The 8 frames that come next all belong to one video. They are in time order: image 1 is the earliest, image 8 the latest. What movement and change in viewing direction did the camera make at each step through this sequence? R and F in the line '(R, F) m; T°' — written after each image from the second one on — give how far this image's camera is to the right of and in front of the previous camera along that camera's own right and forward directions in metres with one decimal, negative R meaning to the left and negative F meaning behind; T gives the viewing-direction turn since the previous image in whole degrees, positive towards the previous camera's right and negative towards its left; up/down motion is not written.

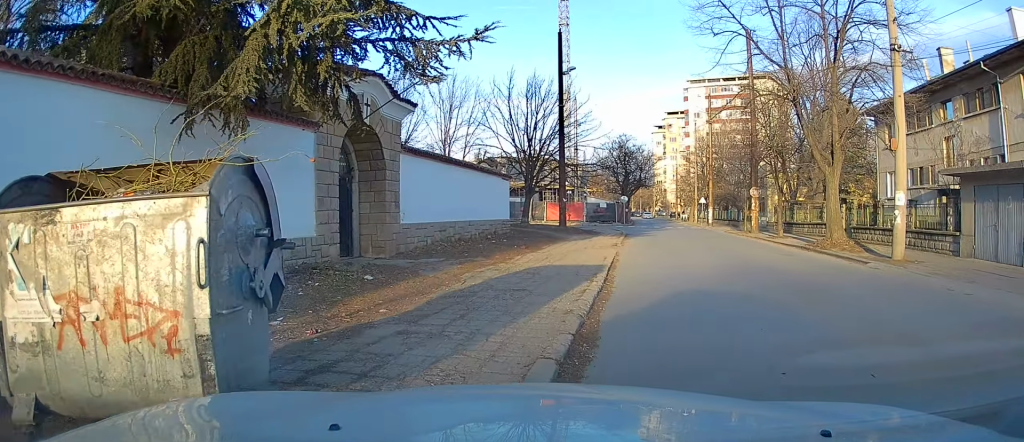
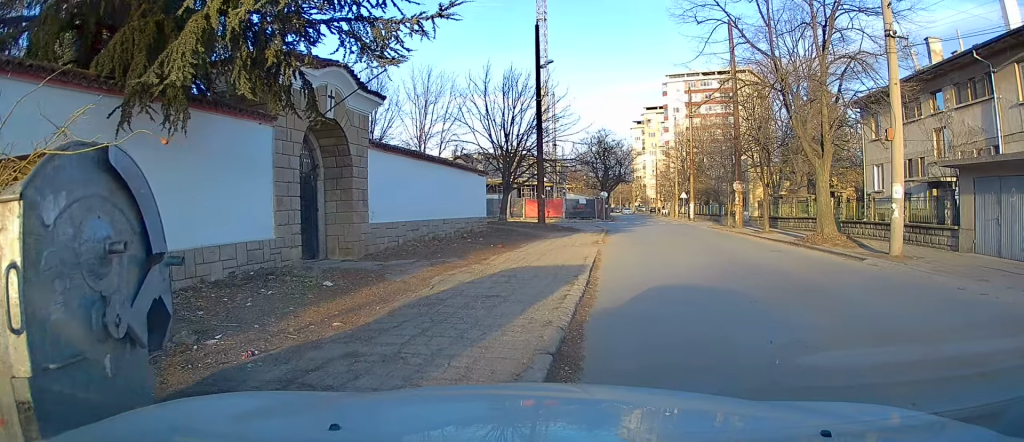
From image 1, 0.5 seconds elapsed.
(0.0, +0.7) m; 0°
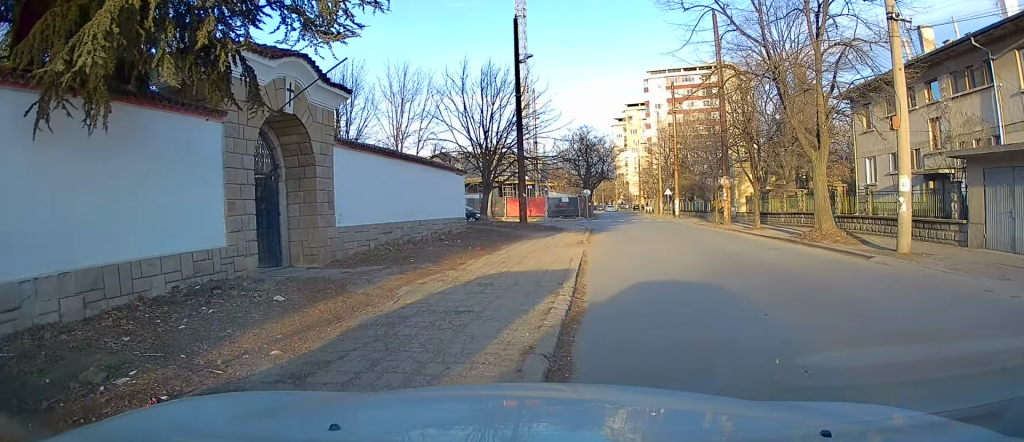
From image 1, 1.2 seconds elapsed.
(-0.1, +1.0) m; +2°
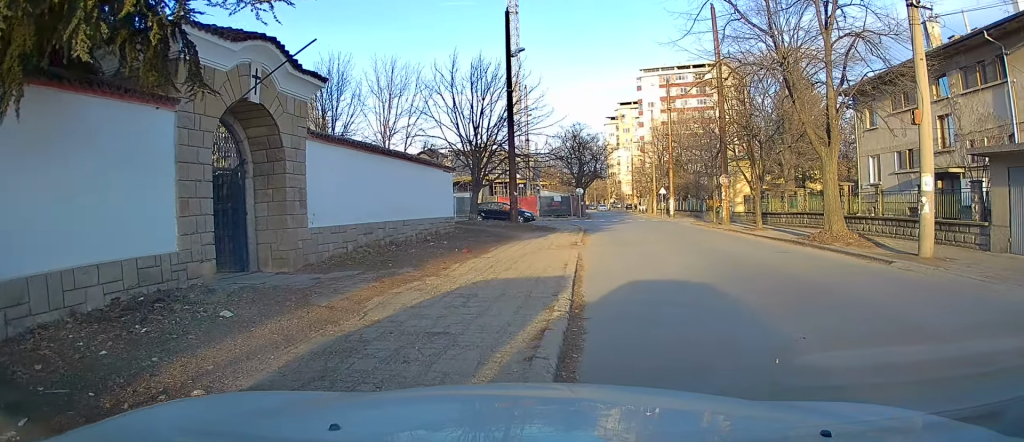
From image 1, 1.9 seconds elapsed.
(+0.1, +1.1) m; 0°
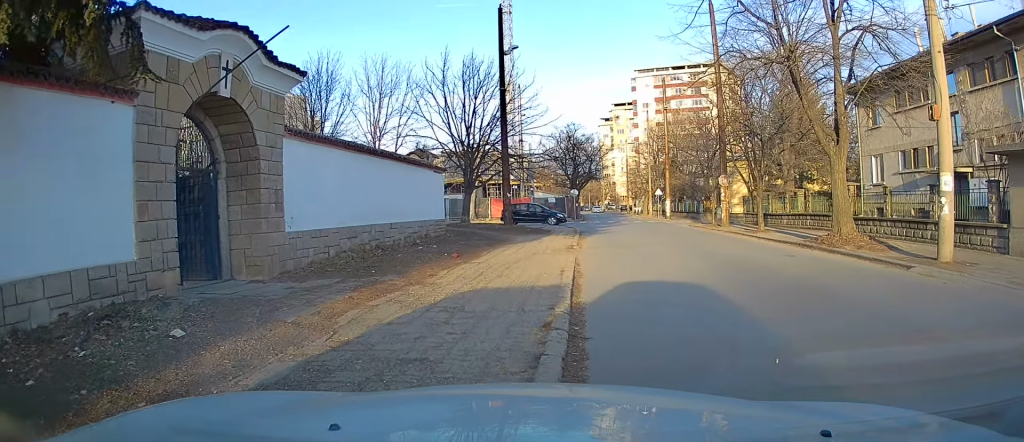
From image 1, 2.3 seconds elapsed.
(0.0, +0.8) m; 0°
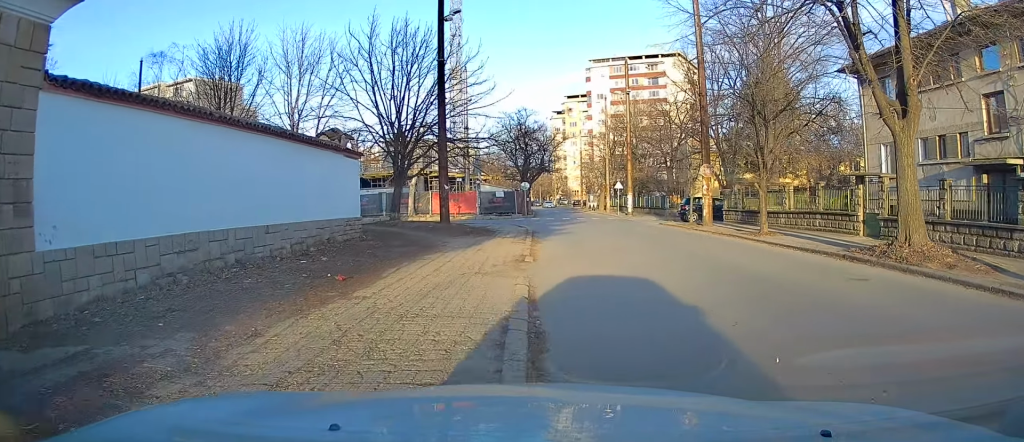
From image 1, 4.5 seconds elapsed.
(+0.2, +5.1) m; 0°
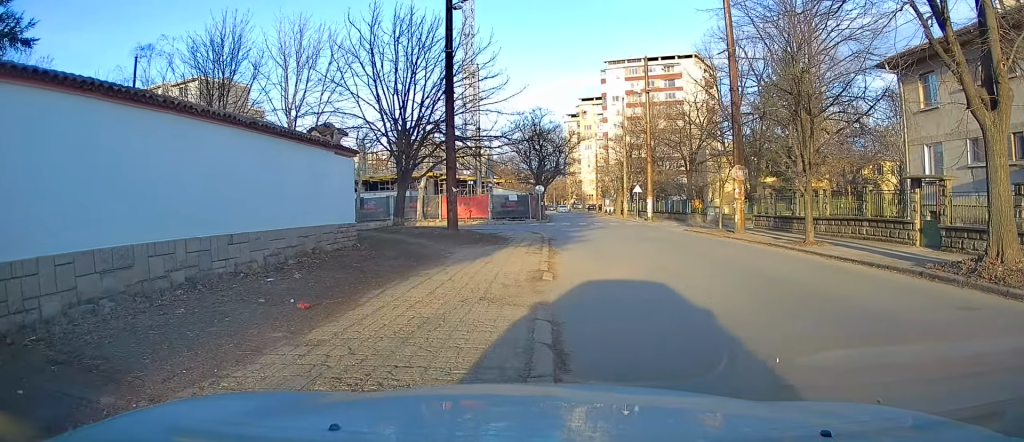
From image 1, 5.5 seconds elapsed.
(-0.2, +2.1) m; -5°
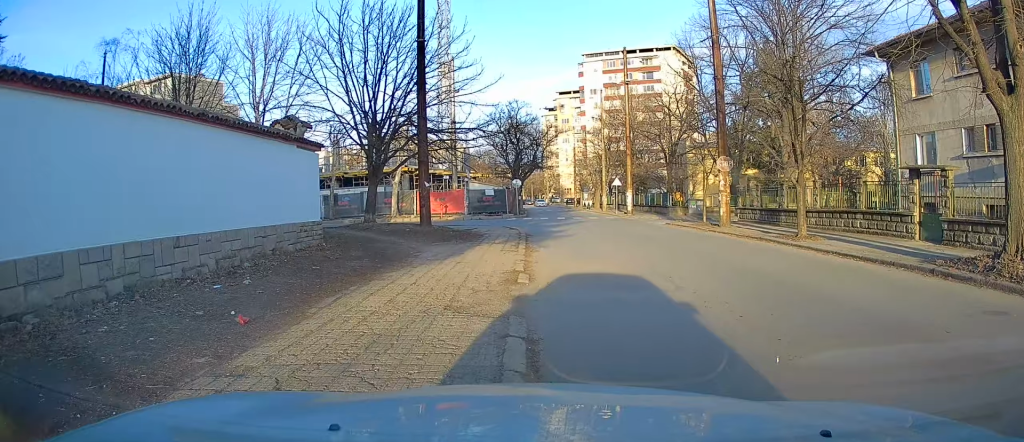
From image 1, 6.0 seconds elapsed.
(0.0, +0.9) m; 0°
